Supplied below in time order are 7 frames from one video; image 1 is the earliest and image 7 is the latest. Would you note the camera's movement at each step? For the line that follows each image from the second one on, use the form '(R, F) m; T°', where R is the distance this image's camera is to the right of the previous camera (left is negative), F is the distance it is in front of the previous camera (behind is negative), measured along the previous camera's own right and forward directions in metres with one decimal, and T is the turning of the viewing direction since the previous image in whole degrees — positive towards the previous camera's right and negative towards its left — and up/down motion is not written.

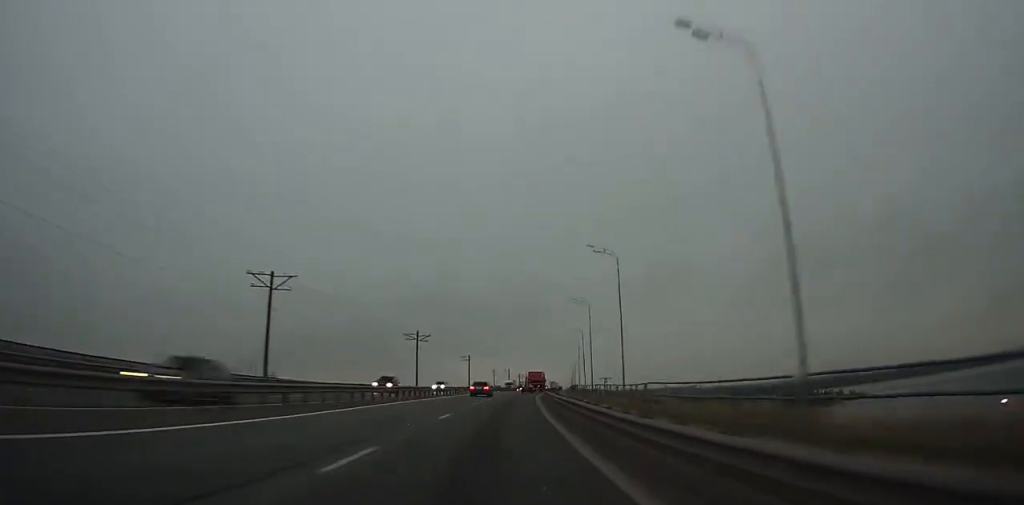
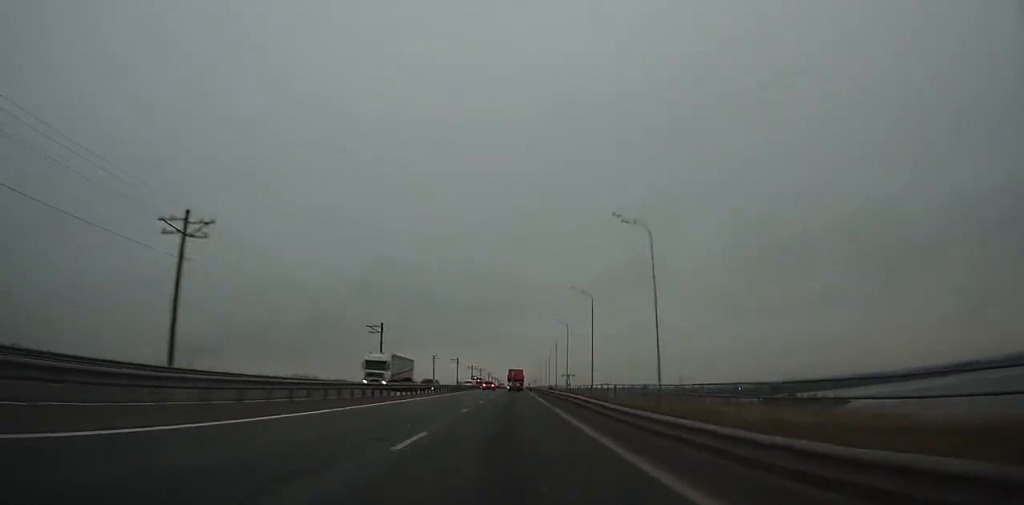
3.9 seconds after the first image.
(+2.3, +68.8) m; +4°
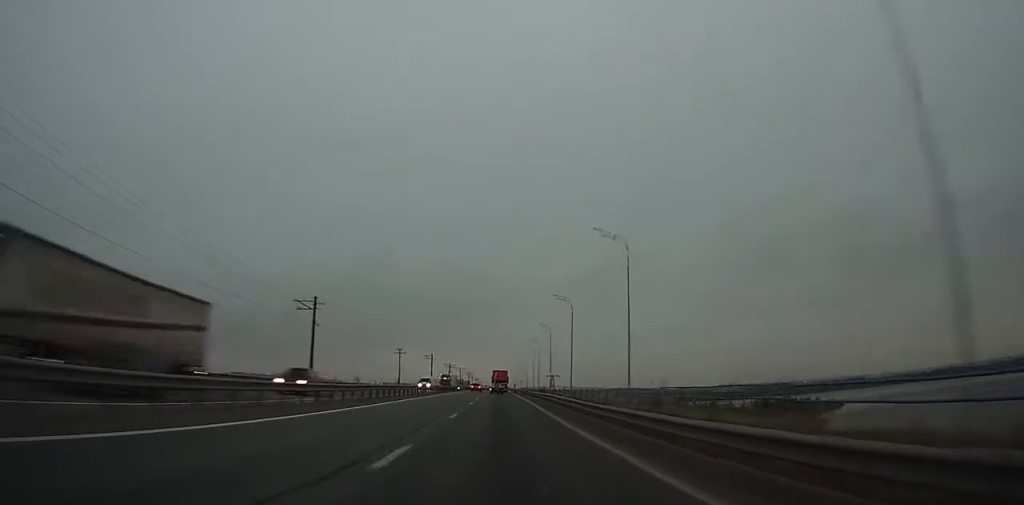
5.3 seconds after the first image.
(+0.6, +26.1) m; +1°
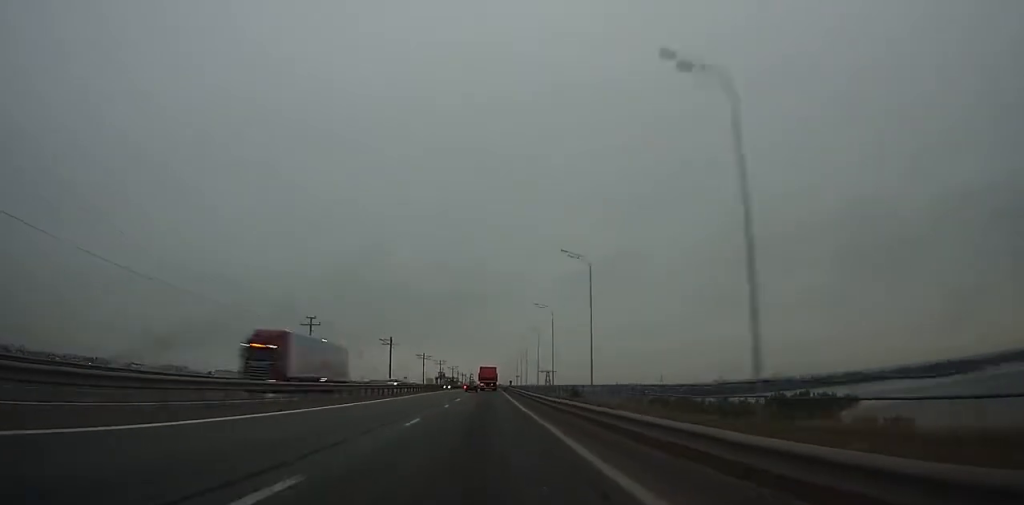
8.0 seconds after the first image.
(+0.8, +51.0) m; +1°
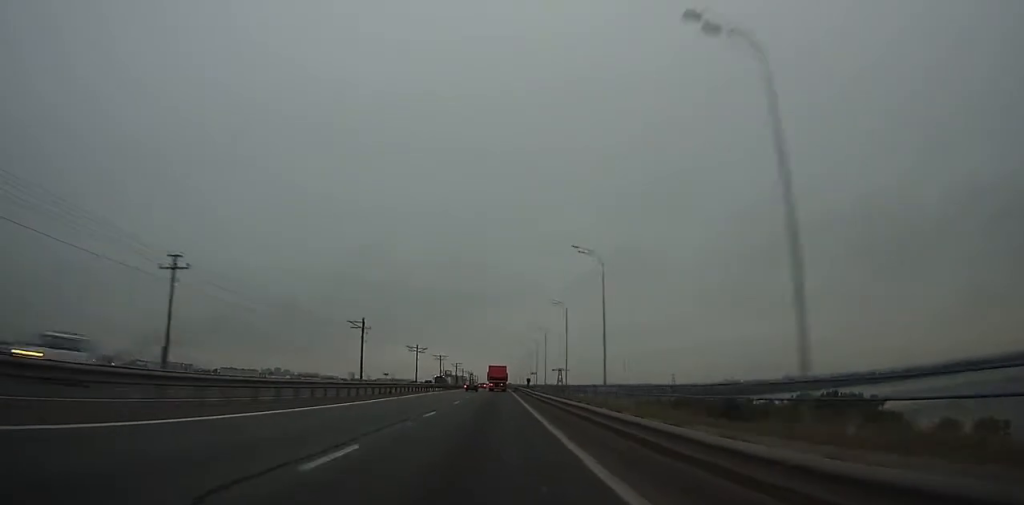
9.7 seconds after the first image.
(+0.1, +32.8) m; 0°
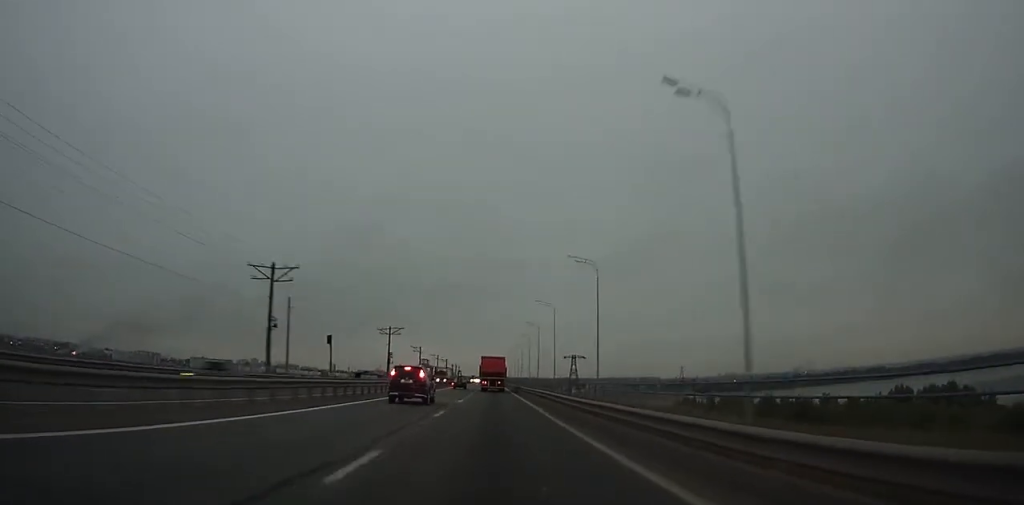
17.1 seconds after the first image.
(+0.3, +145.4) m; 0°
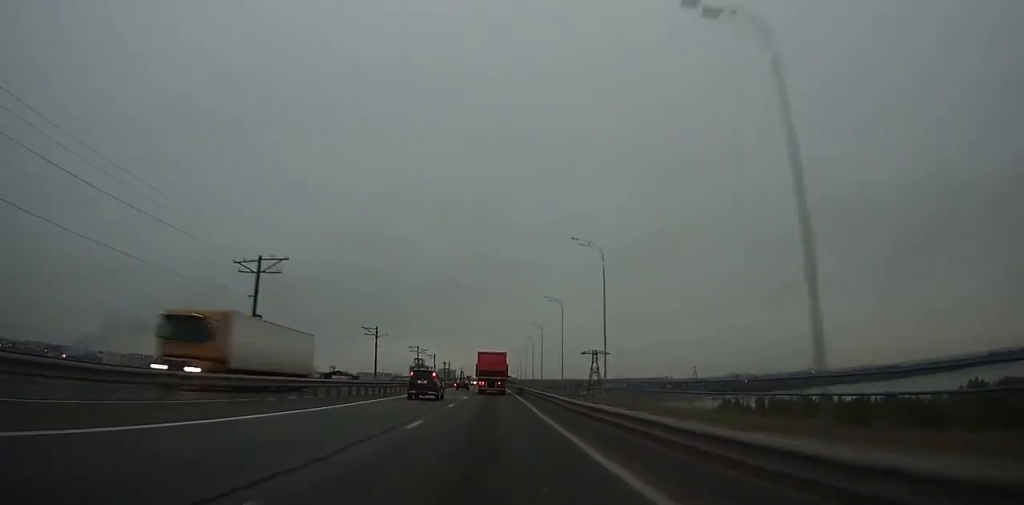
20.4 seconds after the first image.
(+0.1, +64.1) m; 0°
